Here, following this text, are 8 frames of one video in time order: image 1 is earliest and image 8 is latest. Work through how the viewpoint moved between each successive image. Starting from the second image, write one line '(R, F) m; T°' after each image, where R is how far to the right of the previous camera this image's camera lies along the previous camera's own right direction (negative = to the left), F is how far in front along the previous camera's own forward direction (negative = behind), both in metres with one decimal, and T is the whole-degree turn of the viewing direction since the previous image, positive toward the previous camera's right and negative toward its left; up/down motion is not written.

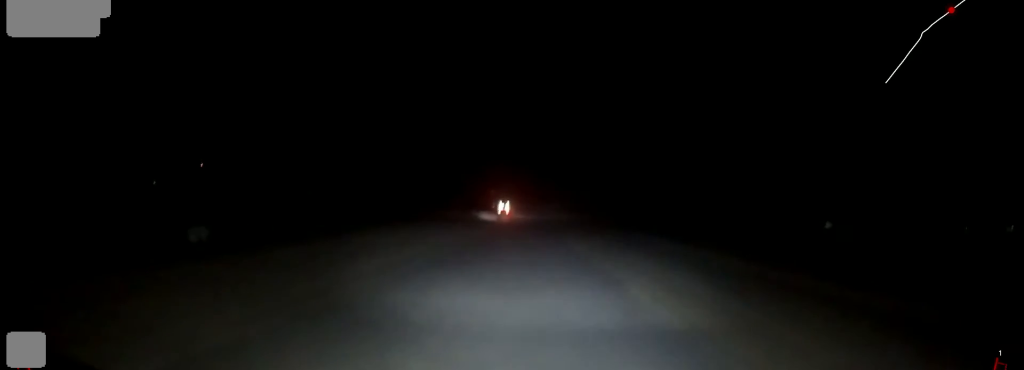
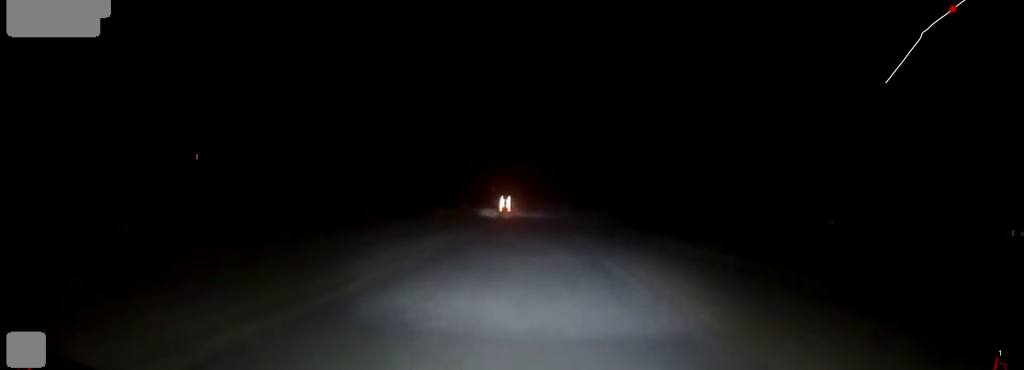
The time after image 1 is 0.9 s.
(-0.1, +21.2) m; -1°
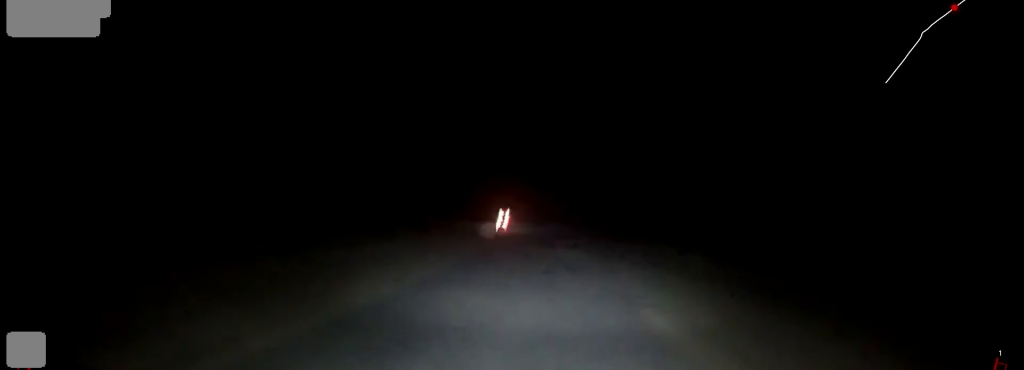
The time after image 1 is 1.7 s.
(-0.2, +20.3) m; 0°
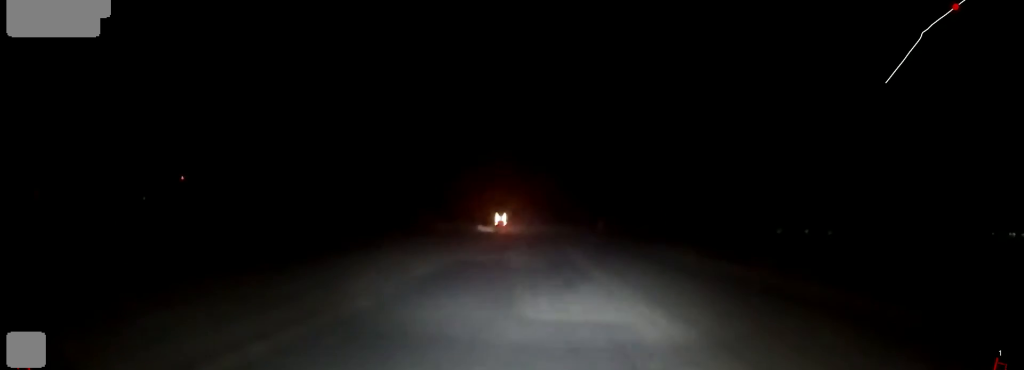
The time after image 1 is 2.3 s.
(0.0, +14.2) m; 0°
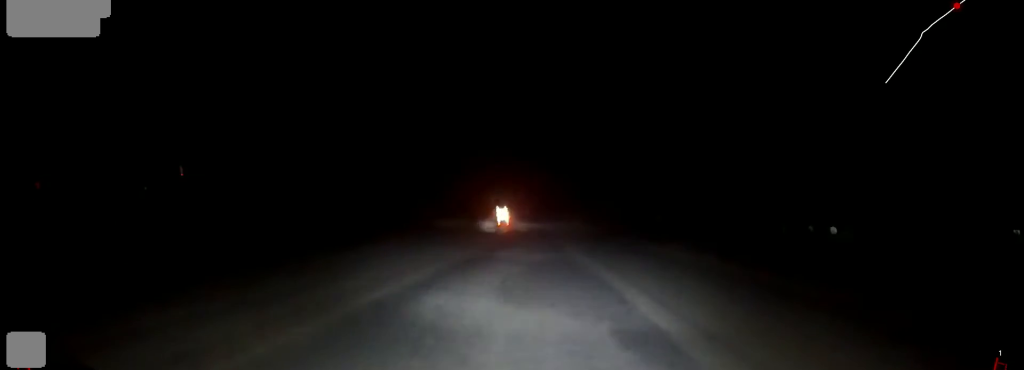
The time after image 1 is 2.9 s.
(0.0, +16.8) m; +1°
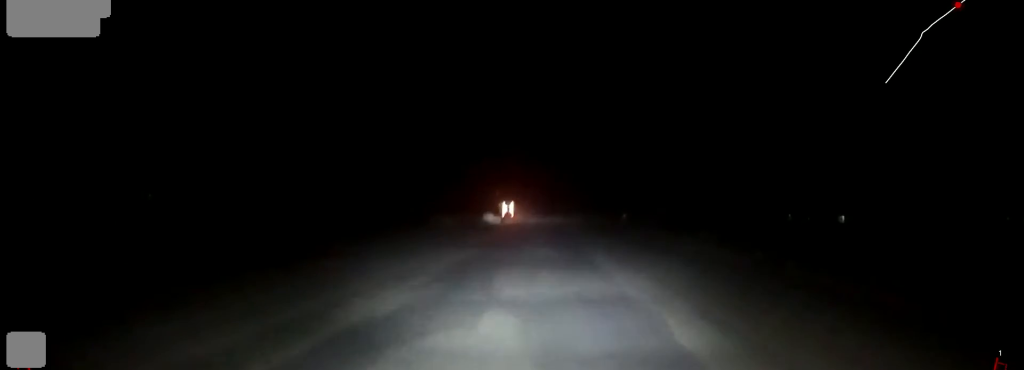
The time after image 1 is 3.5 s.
(0.0, +13.0) m; 0°
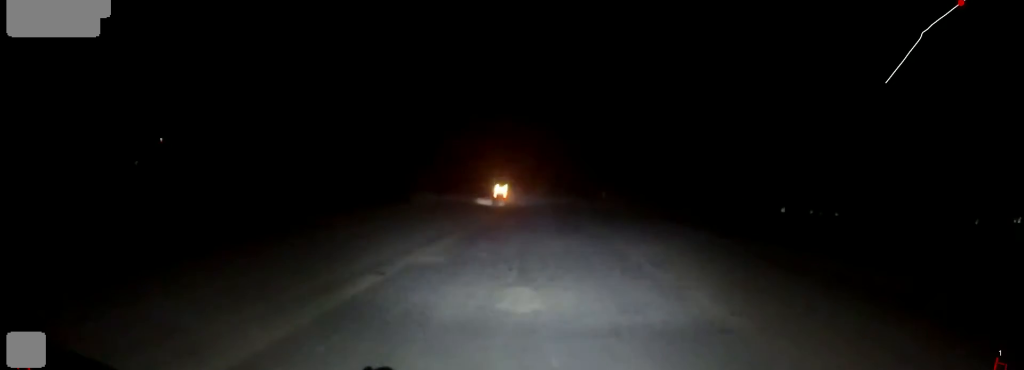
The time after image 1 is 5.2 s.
(-1.0, +38.7) m; -3°
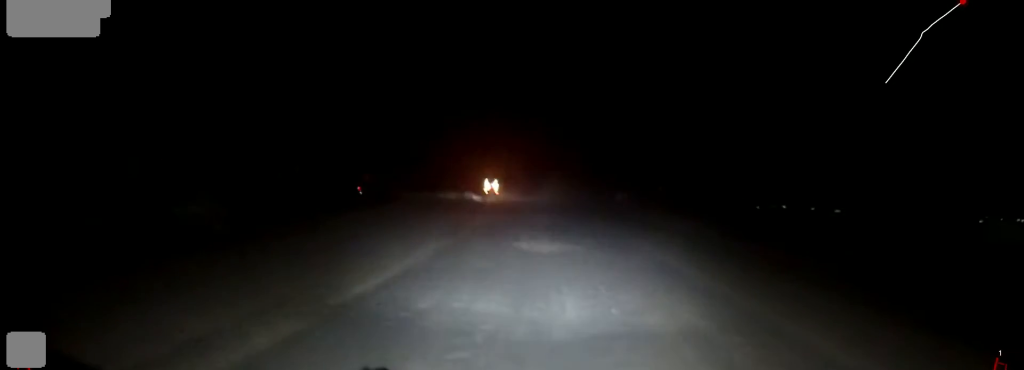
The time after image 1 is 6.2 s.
(+0.1, +22.9) m; +2°
